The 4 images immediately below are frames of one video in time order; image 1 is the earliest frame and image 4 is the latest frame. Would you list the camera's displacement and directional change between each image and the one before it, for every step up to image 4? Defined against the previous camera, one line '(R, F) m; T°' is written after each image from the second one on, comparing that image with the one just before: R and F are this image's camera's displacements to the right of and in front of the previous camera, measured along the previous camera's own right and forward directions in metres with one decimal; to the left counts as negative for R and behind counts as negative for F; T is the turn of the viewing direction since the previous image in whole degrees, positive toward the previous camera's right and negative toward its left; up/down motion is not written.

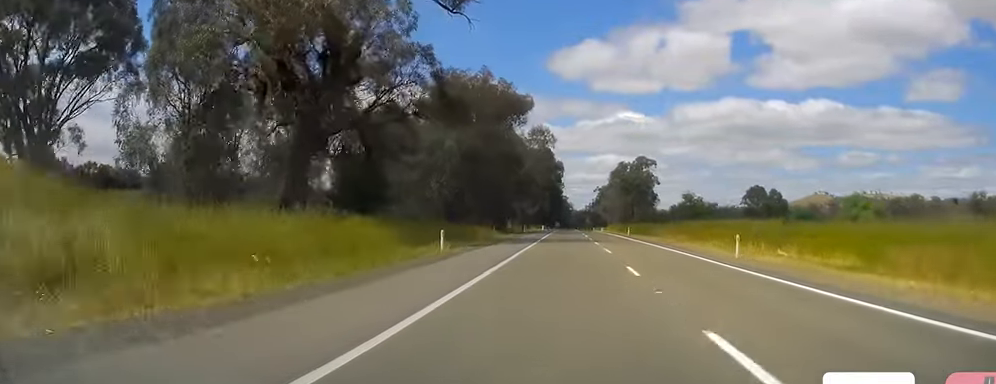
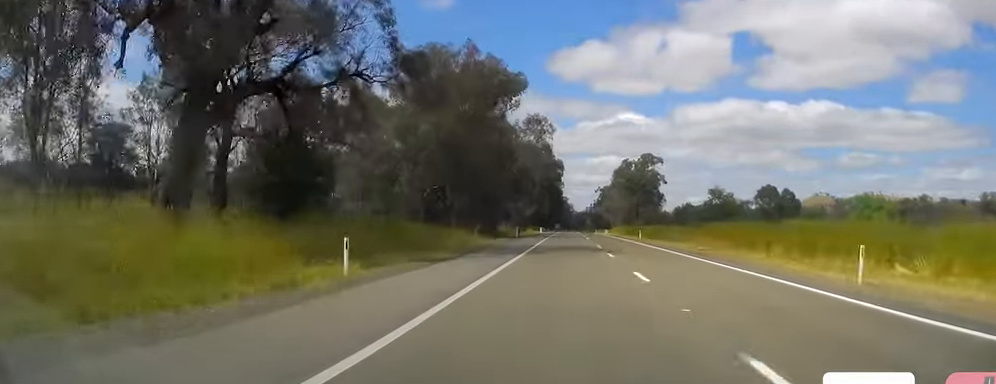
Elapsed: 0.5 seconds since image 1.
(+0.2, +13.7) m; +1°
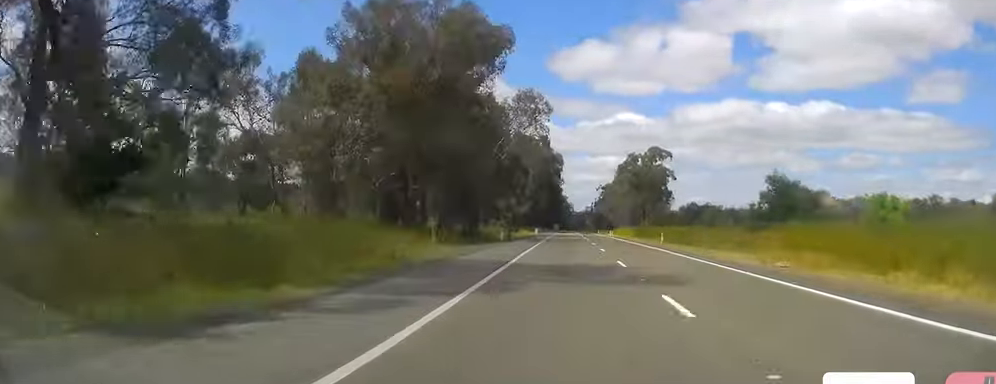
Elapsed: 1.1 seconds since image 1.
(-0.1, +17.5) m; -1°
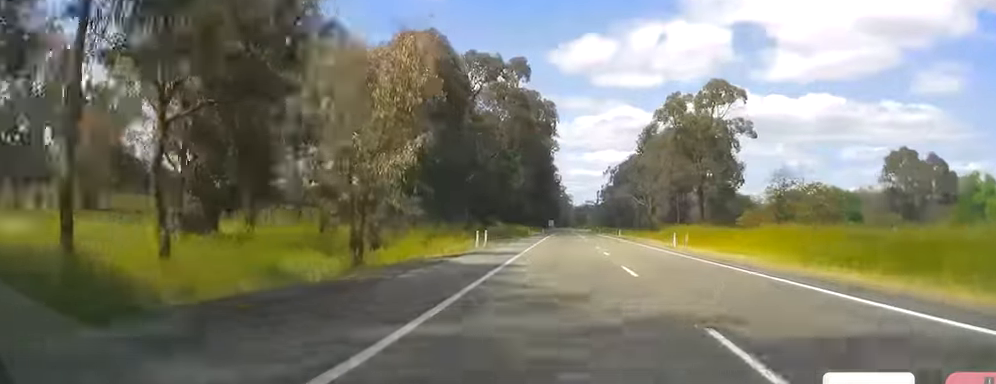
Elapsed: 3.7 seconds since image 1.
(+0.1, +76.7) m; 0°
